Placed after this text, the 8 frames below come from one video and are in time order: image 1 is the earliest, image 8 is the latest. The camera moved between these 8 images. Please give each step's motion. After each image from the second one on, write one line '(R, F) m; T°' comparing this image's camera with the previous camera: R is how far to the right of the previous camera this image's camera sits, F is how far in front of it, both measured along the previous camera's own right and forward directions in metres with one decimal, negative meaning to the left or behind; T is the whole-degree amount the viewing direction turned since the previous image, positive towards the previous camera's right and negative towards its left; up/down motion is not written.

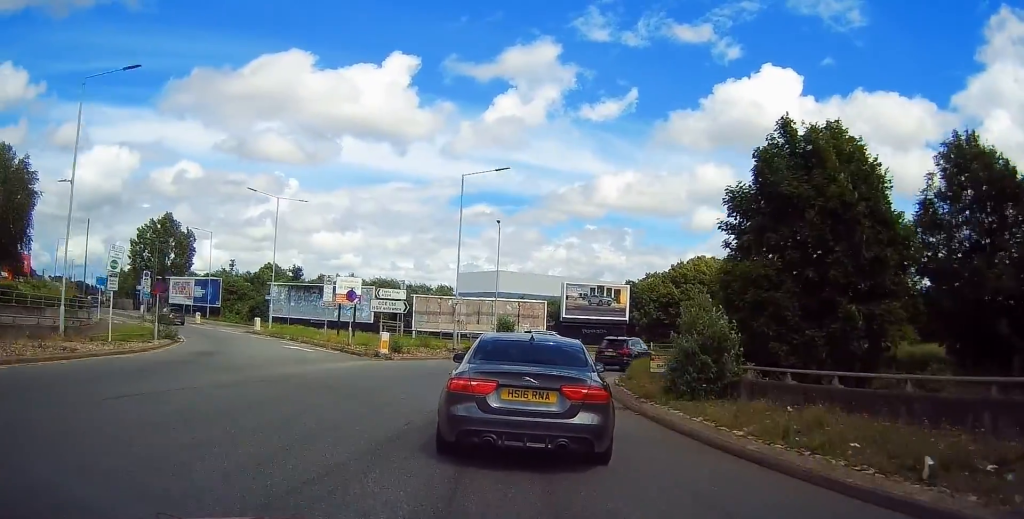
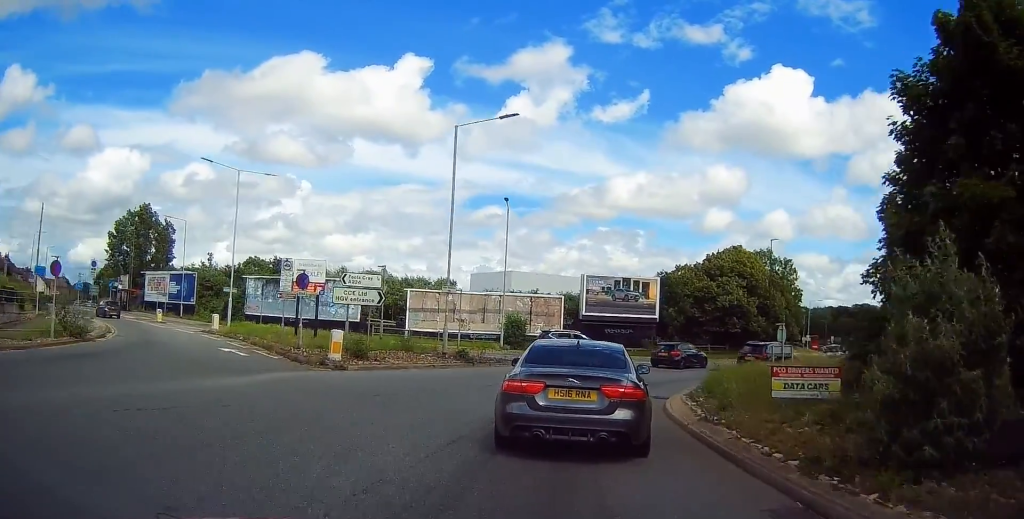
(-0.1, +9.4) m; +3°
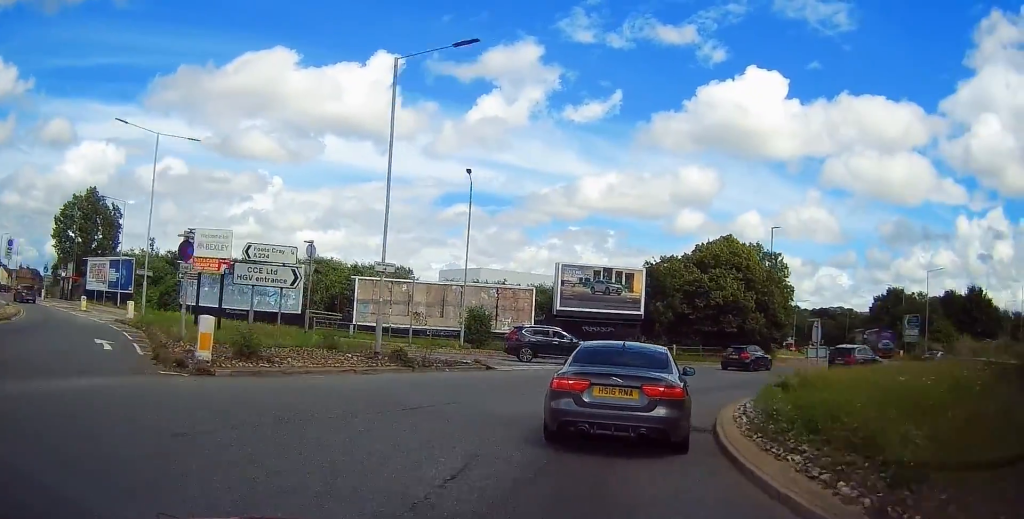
(+0.4, +7.1) m; +5°
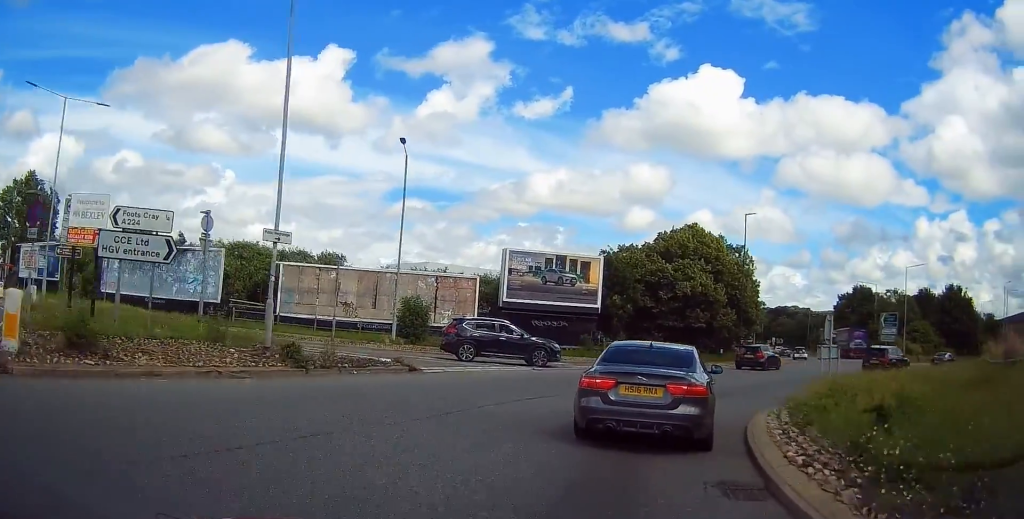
(+0.1, +5.0) m; +4°
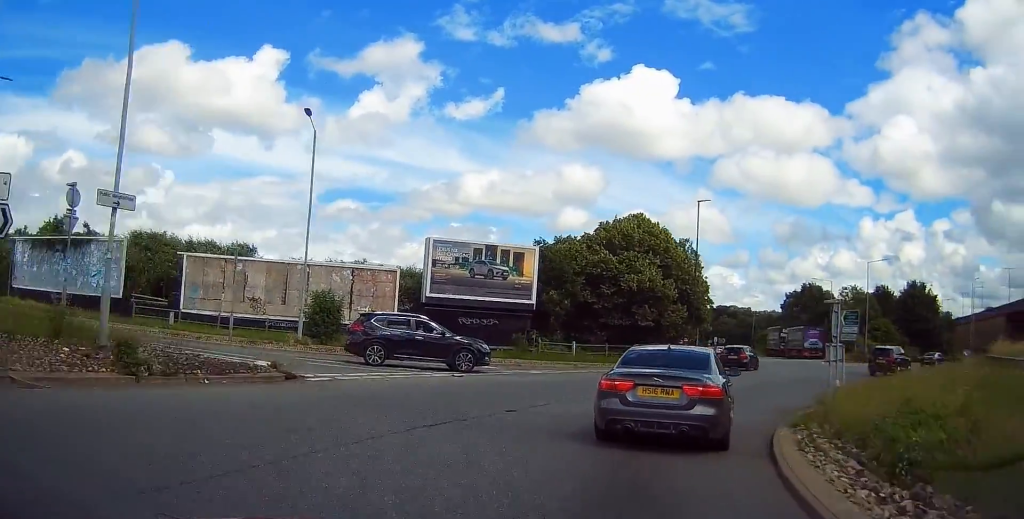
(+0.2, +4.6) m; +5°
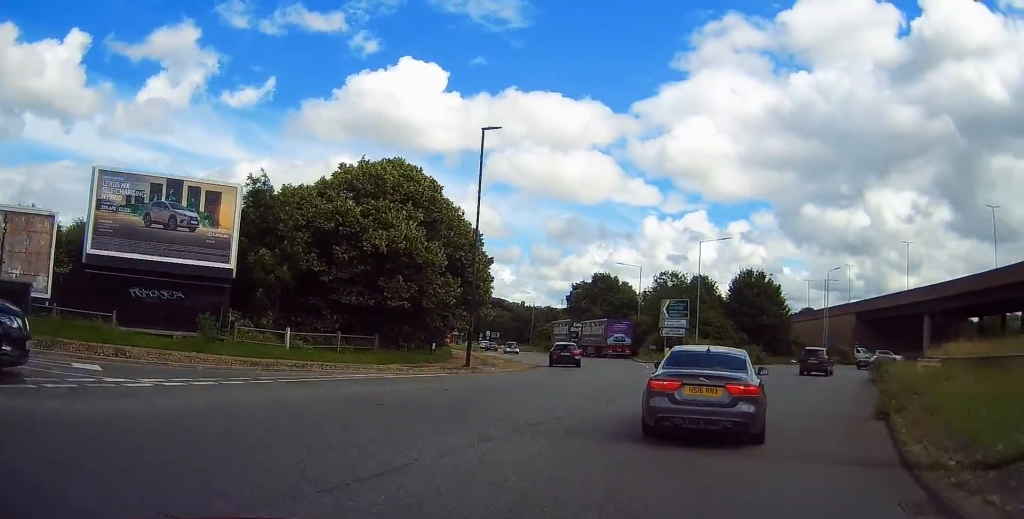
(+1.5, +13.4) m; +18°
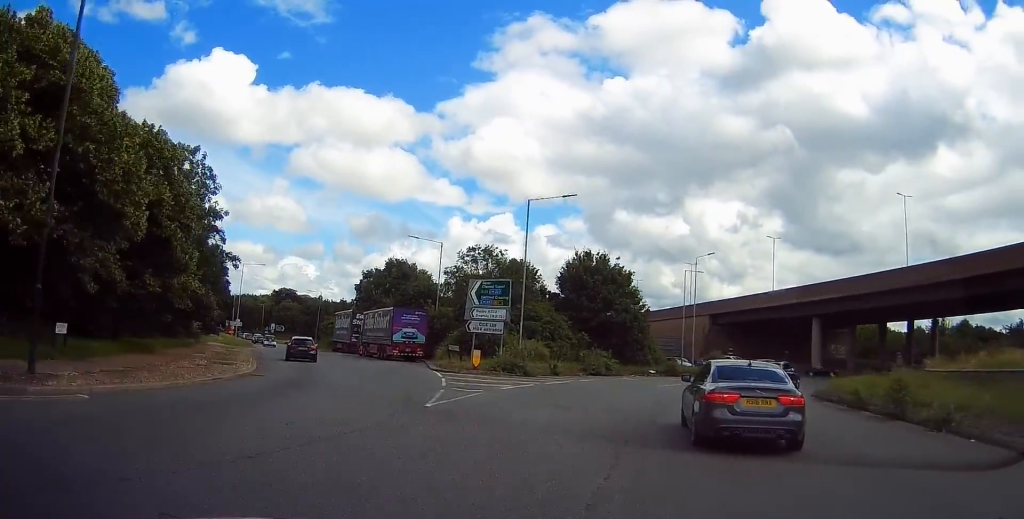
(+3.4, +17.3) m; +17°
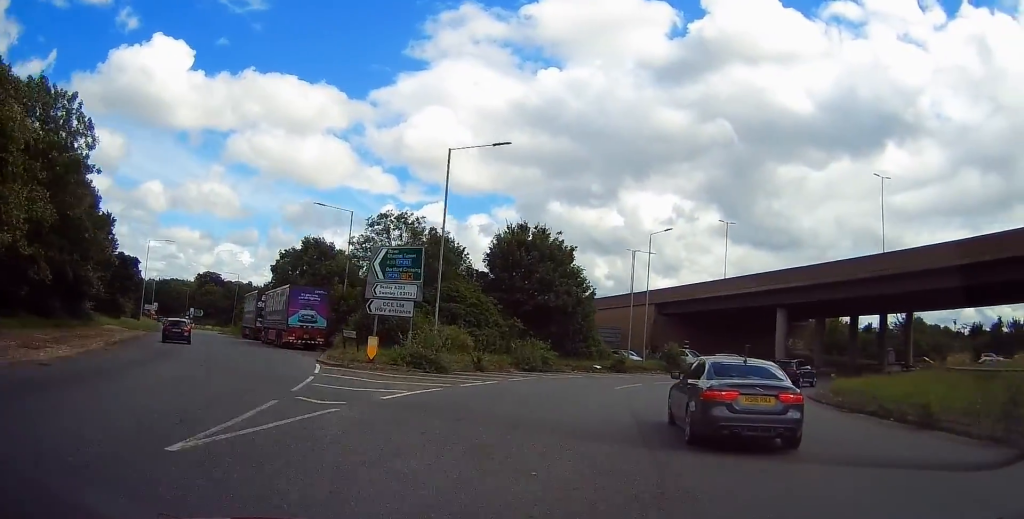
(+0.2, +8.2) m; +5°
